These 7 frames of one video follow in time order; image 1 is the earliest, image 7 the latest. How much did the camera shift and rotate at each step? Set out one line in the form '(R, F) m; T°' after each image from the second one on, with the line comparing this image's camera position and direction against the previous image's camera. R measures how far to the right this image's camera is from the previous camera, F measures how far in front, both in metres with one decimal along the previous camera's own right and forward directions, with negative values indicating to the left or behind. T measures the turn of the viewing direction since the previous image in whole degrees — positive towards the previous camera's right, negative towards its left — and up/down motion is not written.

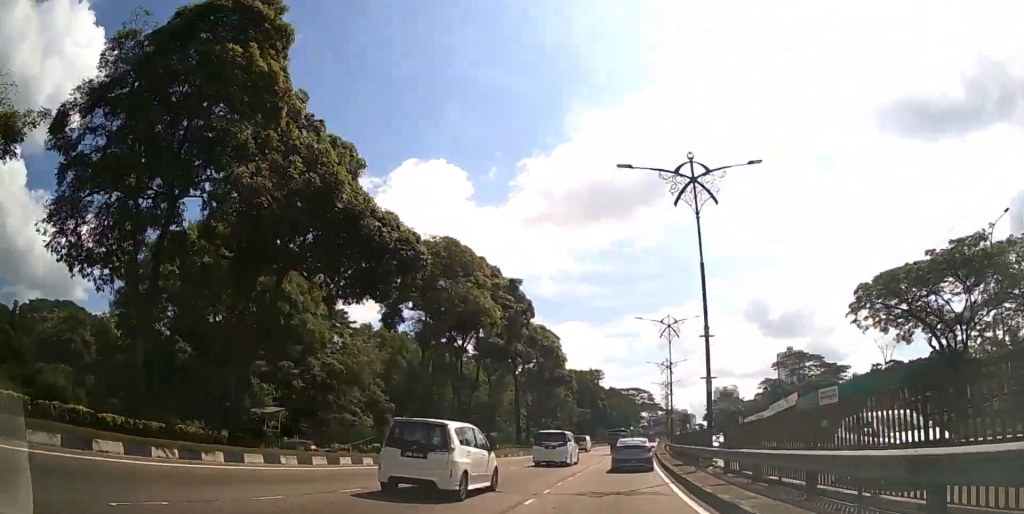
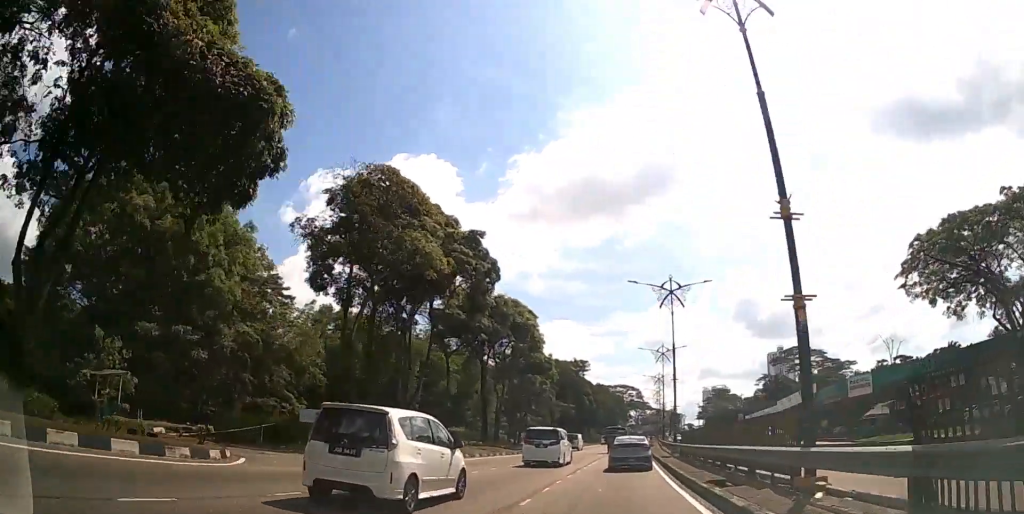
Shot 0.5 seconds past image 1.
(+0.2, +11.0) m; +1°
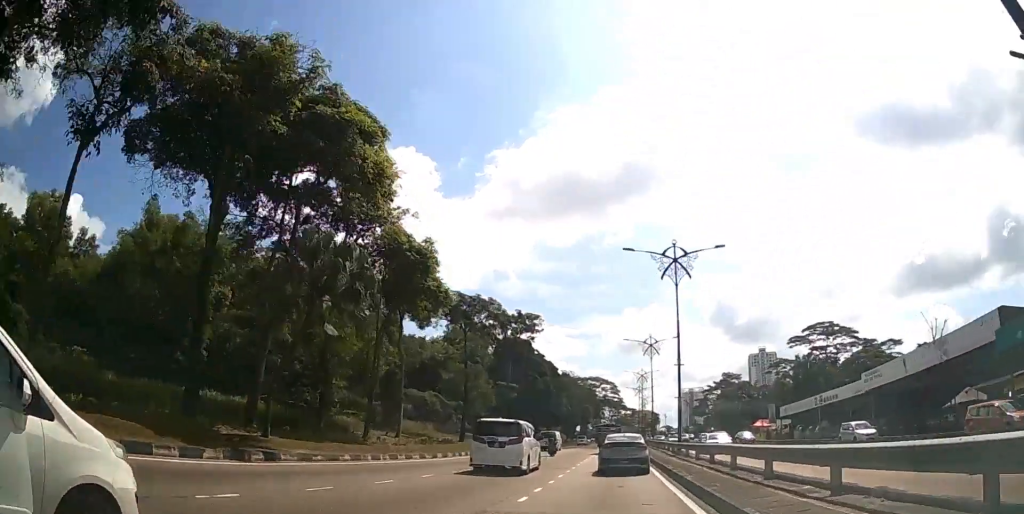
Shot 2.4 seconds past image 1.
(+1.2, +37.3) m; +3°
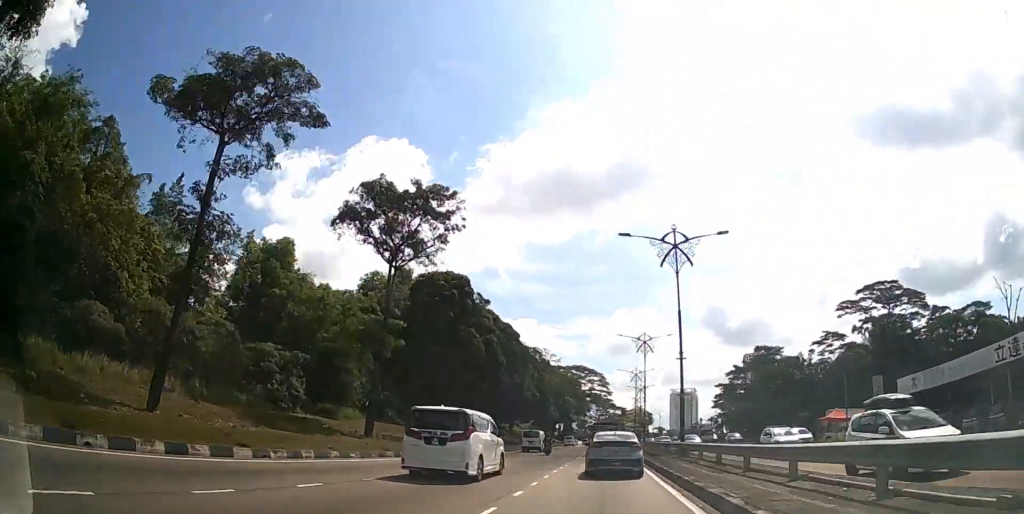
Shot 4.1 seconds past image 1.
(0.0, +32.6) m; 0°
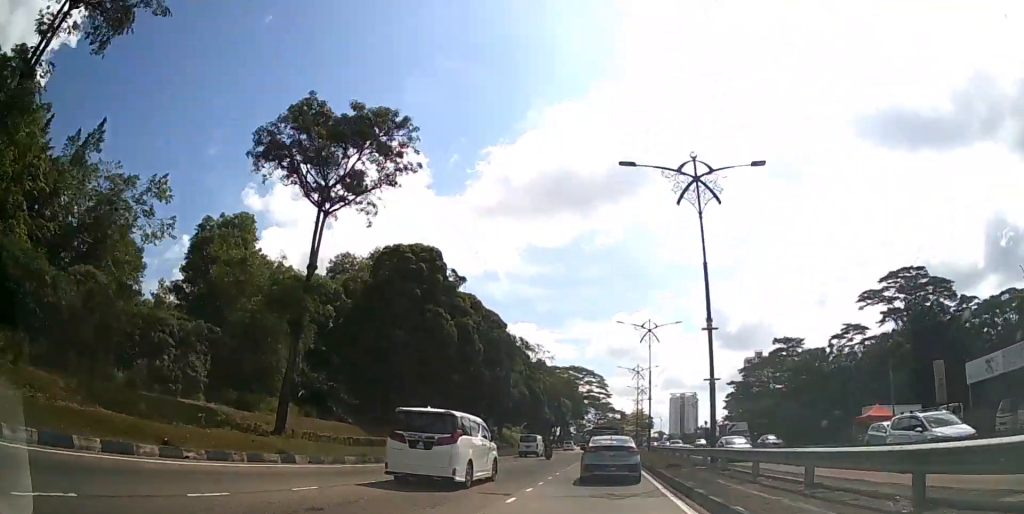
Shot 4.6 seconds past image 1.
(0.0, +9.1) m; 0°
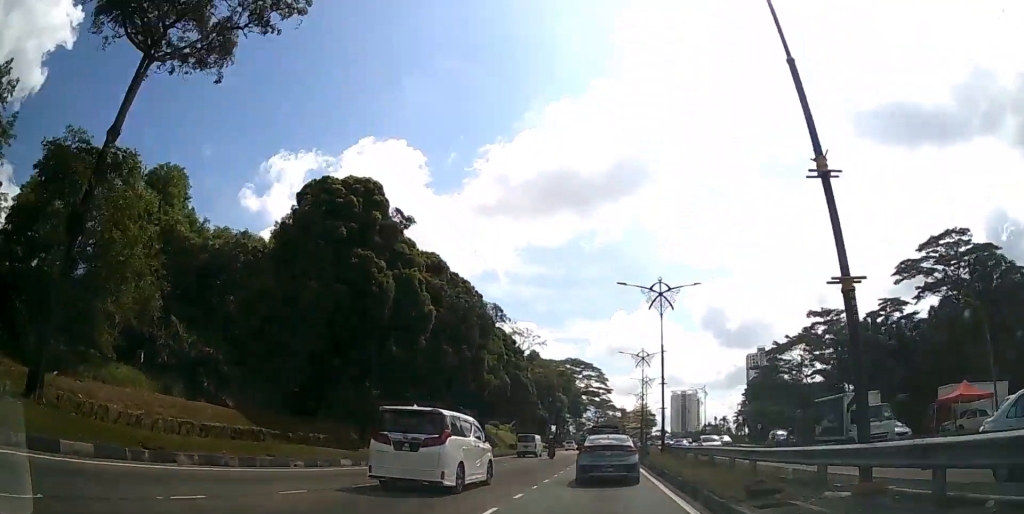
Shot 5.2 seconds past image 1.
(+0.1, +11.7) m; 0°
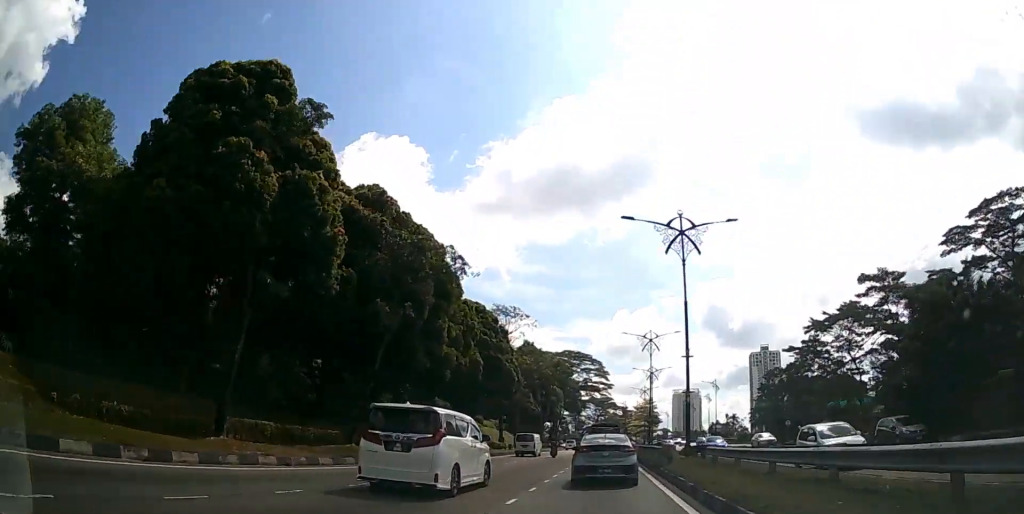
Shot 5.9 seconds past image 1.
(0.0, +11.9) m; 0°
